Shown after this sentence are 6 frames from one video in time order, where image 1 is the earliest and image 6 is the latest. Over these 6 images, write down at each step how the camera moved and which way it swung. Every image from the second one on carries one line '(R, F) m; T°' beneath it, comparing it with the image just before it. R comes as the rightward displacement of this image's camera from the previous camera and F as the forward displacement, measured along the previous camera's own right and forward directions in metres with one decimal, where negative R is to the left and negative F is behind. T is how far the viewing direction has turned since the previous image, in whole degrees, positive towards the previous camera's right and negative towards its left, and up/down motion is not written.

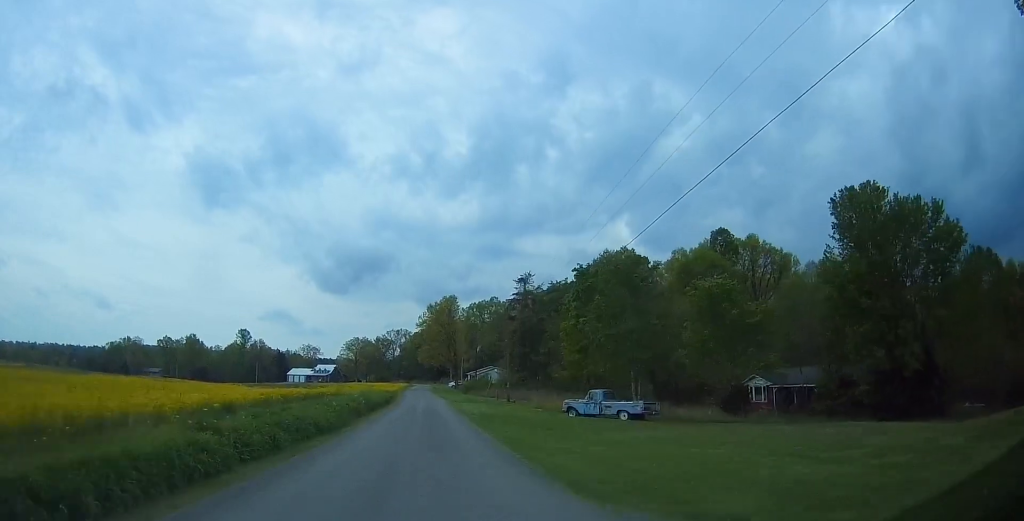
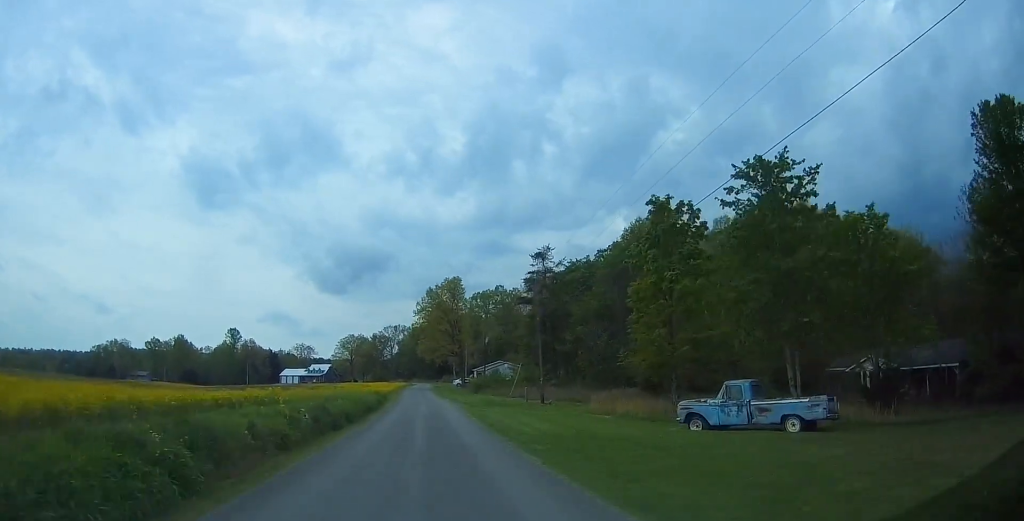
(-0.3, +17.7) m; -1°
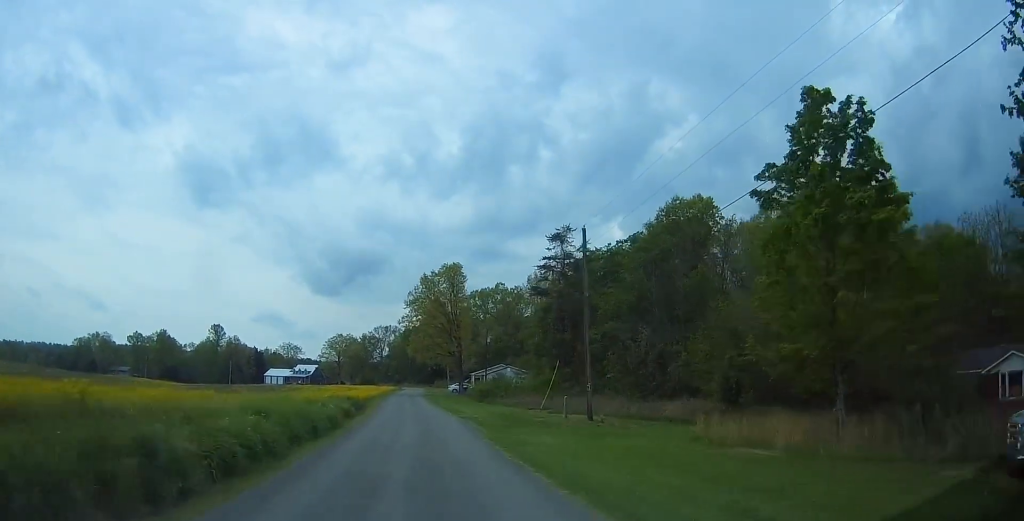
(+0.2, +14.9) m; +1°
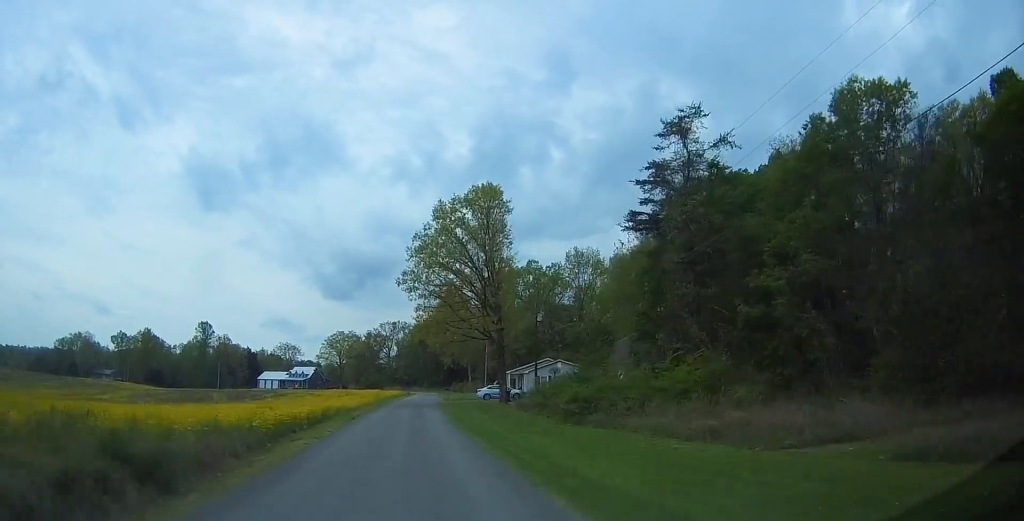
(0.0, +32.4) m; 0°
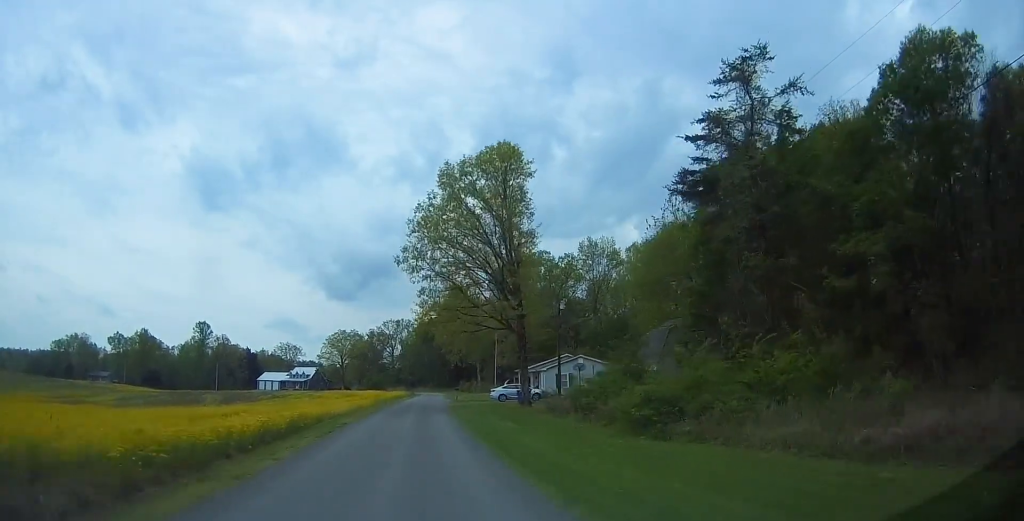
(0.0, +8.0) m; 0°
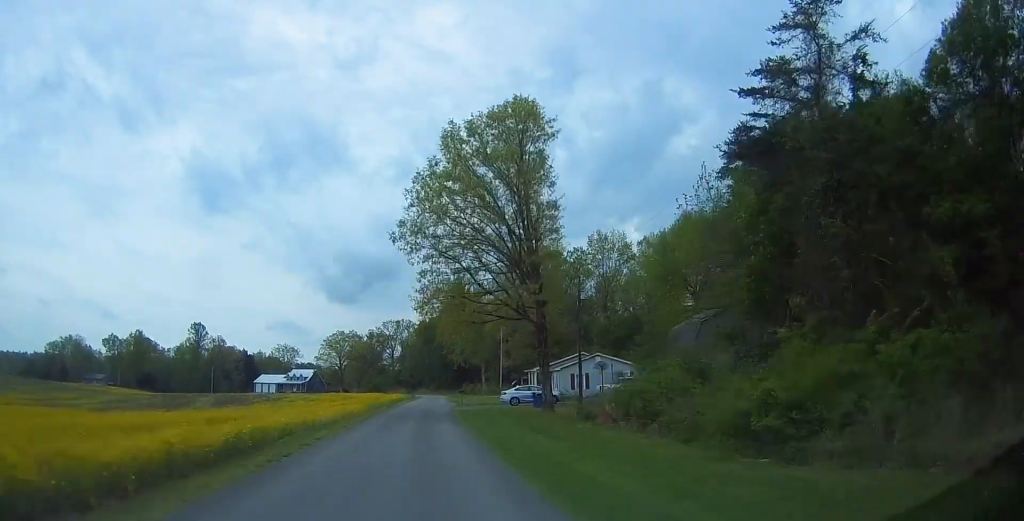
(0.0, +6.5) m; 0°
